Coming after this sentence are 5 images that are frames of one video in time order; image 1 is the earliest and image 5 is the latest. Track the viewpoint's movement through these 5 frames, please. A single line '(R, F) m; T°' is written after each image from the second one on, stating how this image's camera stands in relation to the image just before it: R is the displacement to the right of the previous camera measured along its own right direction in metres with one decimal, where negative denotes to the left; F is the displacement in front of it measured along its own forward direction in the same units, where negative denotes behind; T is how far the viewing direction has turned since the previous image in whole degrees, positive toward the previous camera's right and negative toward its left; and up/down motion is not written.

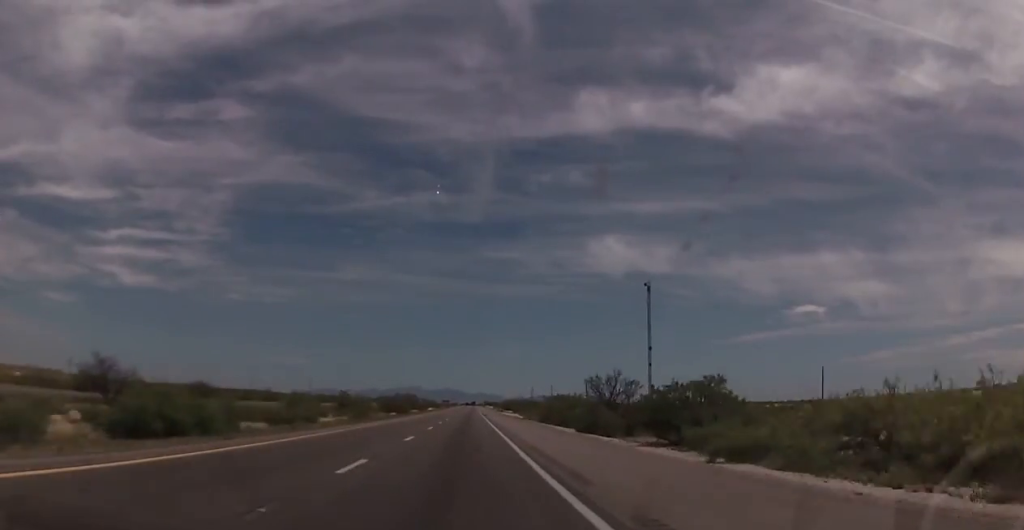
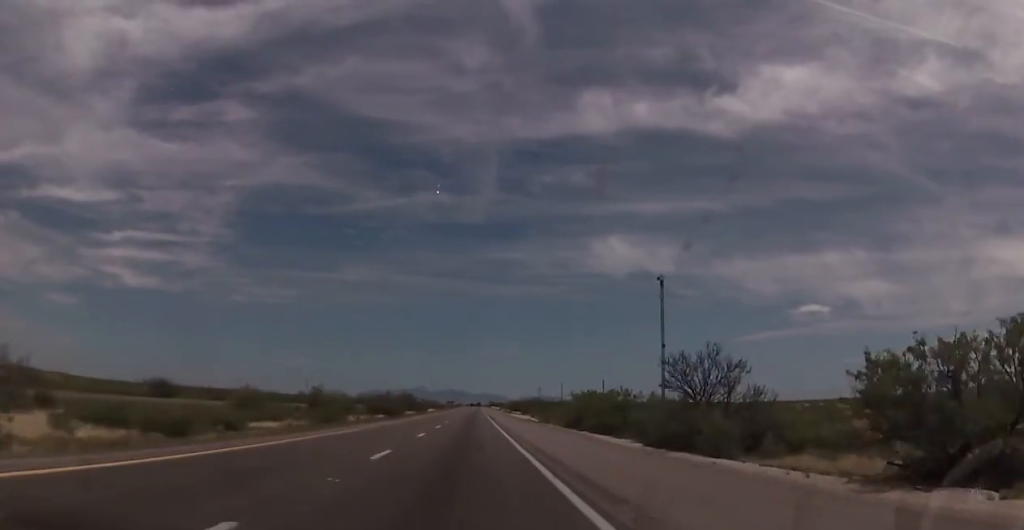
(+0.3, +20.9) m; 0°
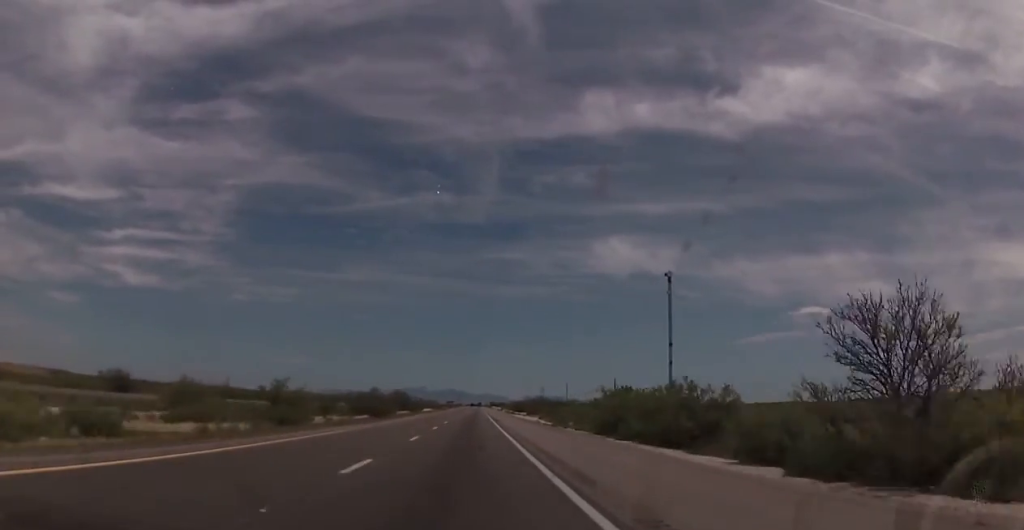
(-0.2, +15.9) m; 0°
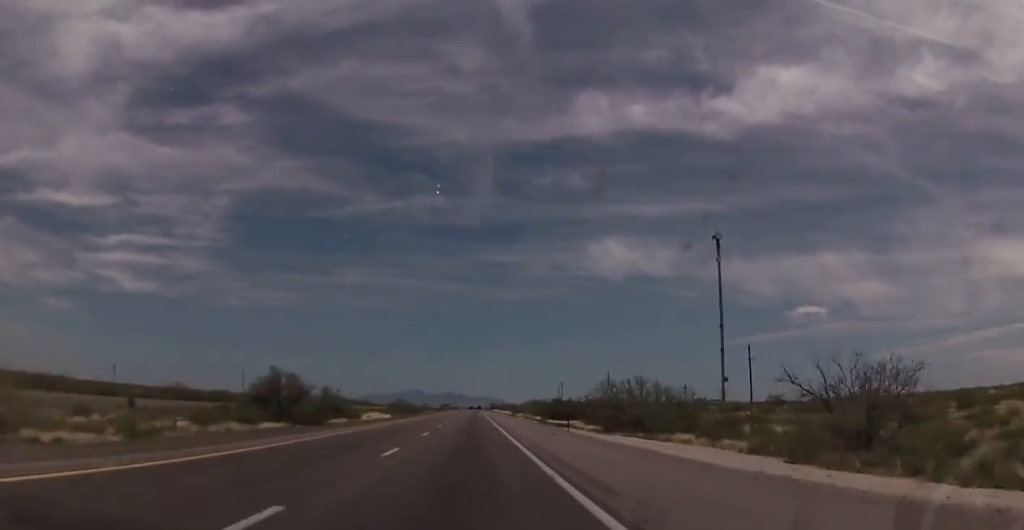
(+0.8, +92.6) m; 0°
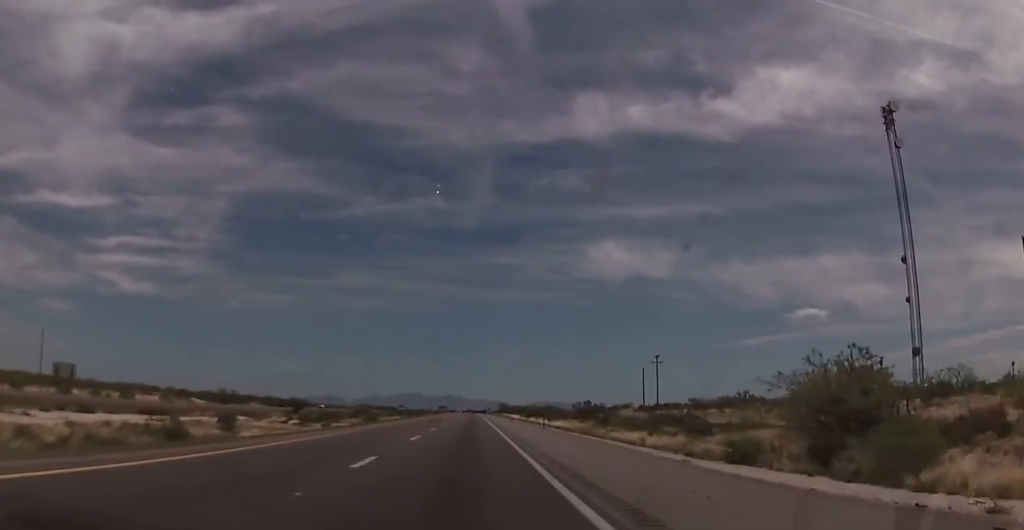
(+0.2, +151.0) m; 0°
